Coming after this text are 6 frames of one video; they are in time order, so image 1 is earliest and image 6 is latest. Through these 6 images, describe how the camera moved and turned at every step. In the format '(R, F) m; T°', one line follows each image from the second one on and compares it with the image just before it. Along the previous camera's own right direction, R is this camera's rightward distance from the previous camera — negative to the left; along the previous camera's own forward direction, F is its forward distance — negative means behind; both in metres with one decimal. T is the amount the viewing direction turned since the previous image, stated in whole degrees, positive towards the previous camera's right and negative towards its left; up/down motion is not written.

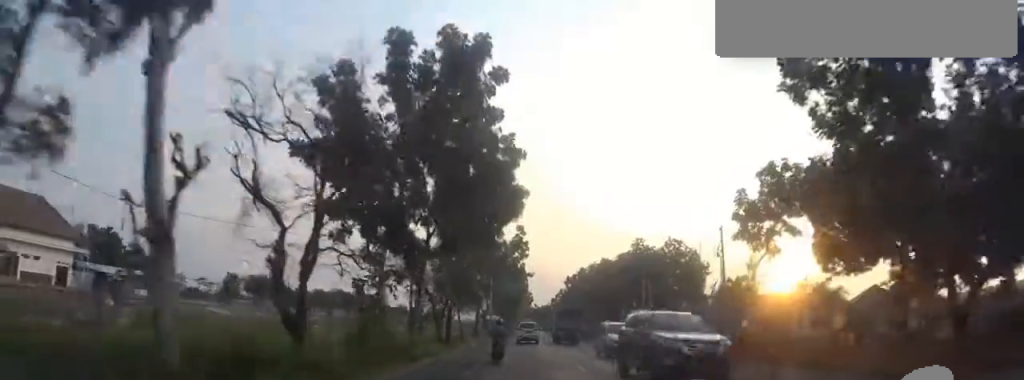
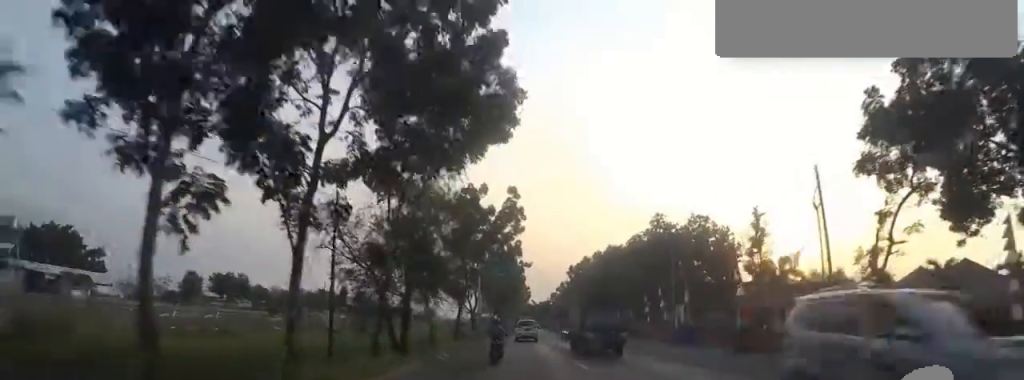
(0.0, +10.0) m; 0°
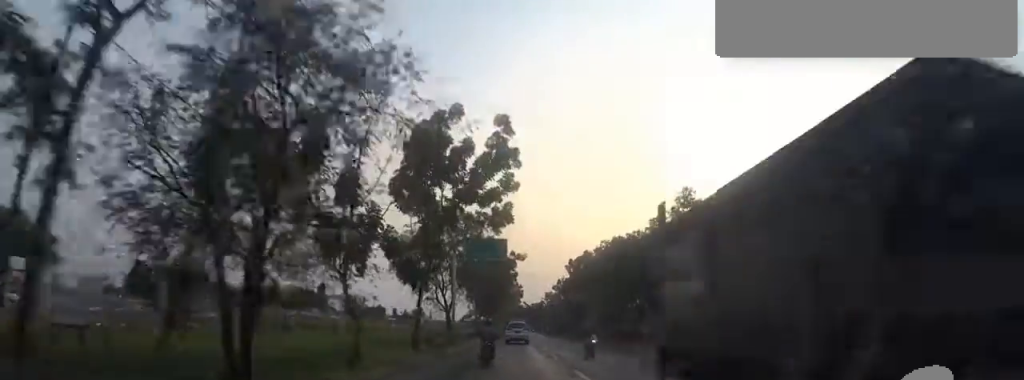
(0.0, +10.0) m; 0°
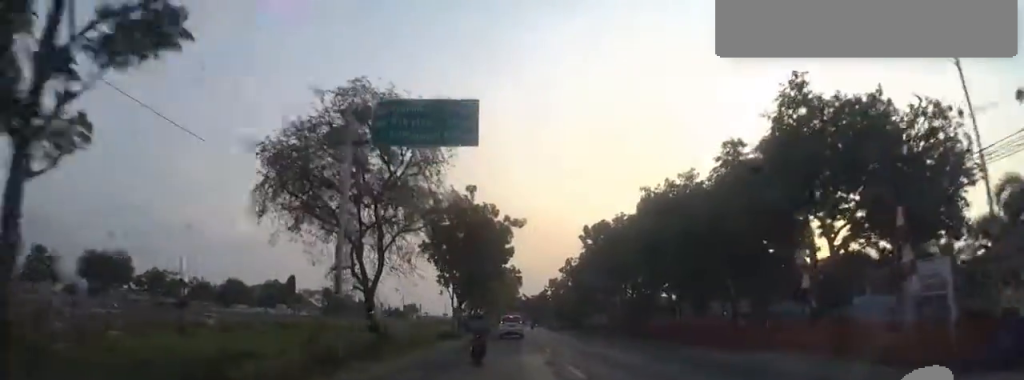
(+0.1, +16.5) m; +3°
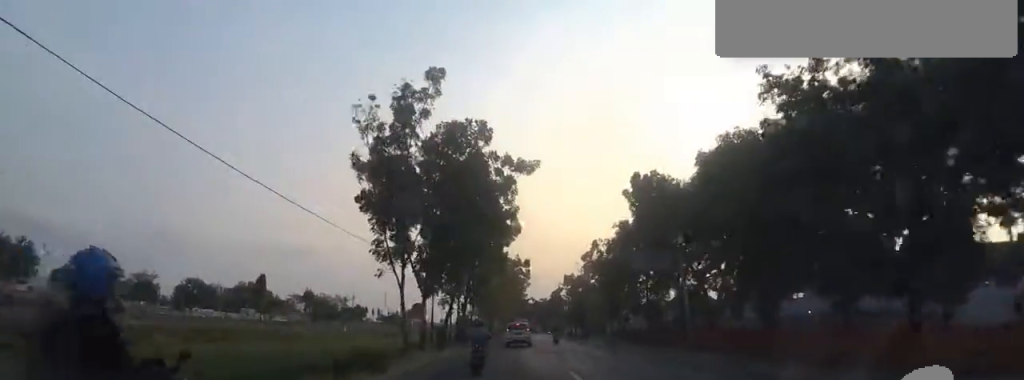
(+0.4, +15.6) m; -4°
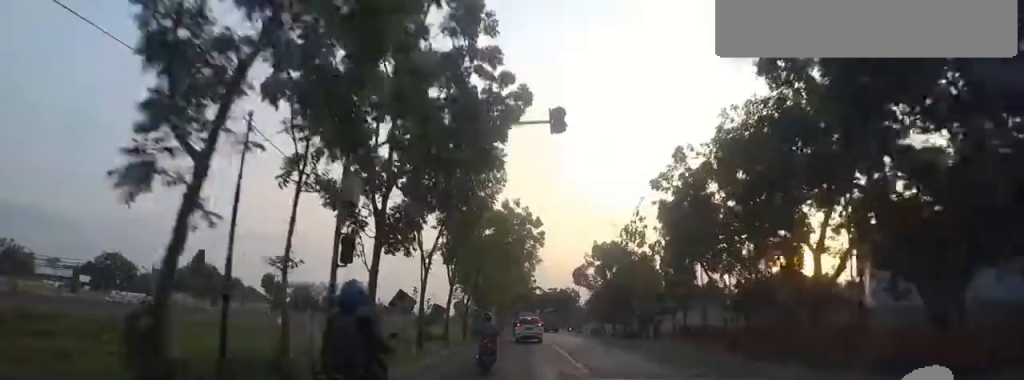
(-1.9, +21.0) m; -1°
